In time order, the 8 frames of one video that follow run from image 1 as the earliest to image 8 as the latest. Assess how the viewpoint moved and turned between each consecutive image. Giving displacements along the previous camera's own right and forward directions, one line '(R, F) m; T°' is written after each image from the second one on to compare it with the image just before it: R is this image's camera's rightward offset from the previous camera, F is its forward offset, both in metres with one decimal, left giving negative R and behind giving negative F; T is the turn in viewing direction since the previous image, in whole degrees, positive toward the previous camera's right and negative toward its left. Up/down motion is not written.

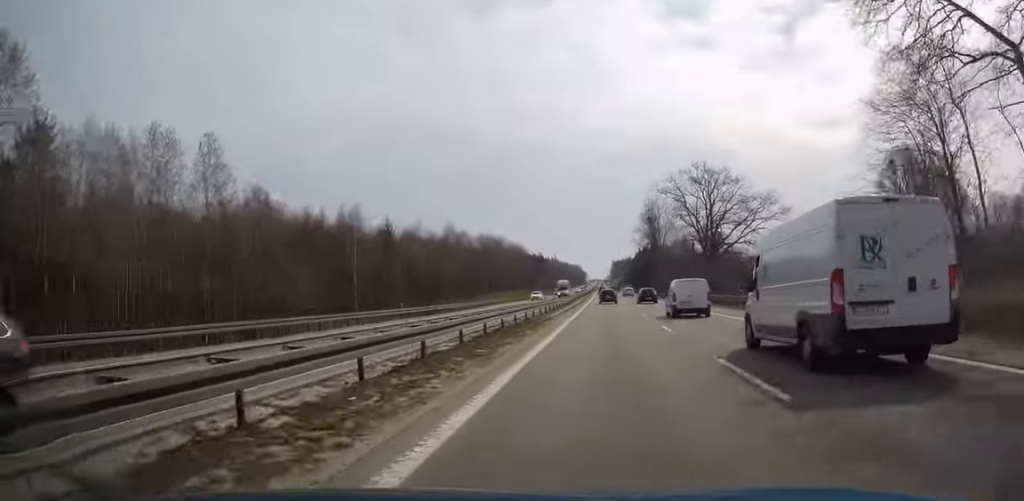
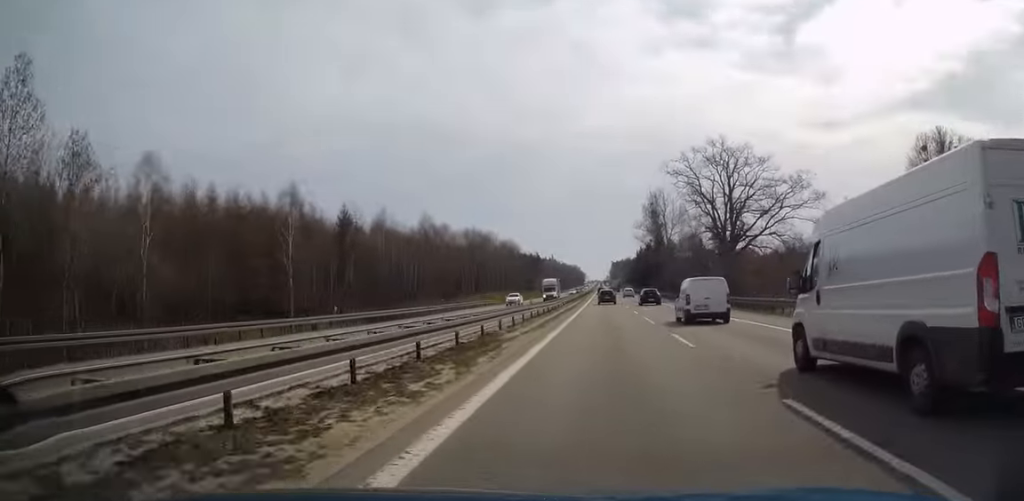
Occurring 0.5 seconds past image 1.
(0.0, +16.2) m; 0°
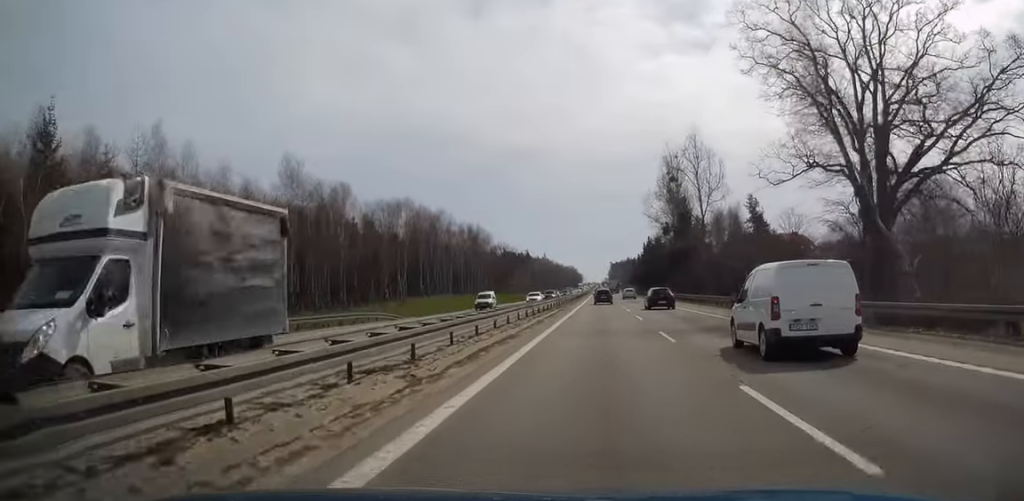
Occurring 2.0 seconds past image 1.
(+0.2, +47.4) m; 0°
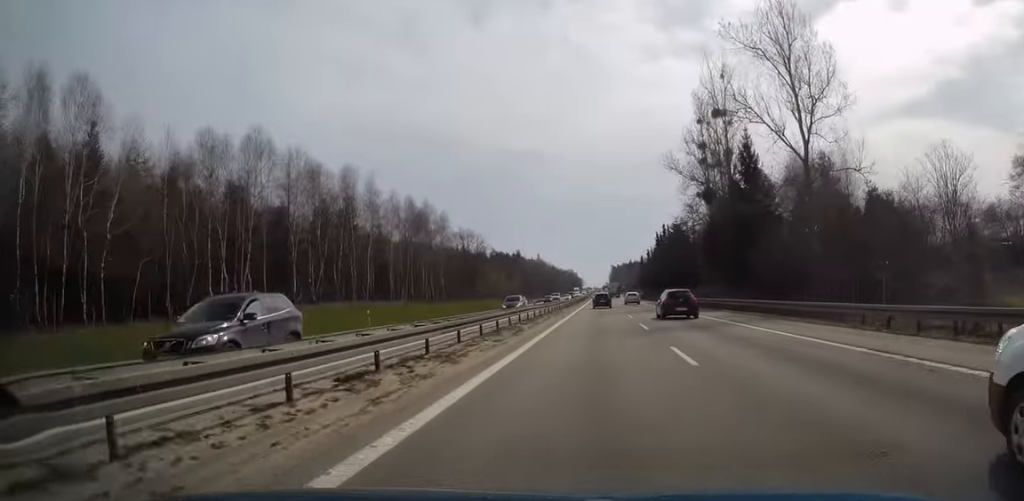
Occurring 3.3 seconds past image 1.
(-0.1, +41.8) m; 0°
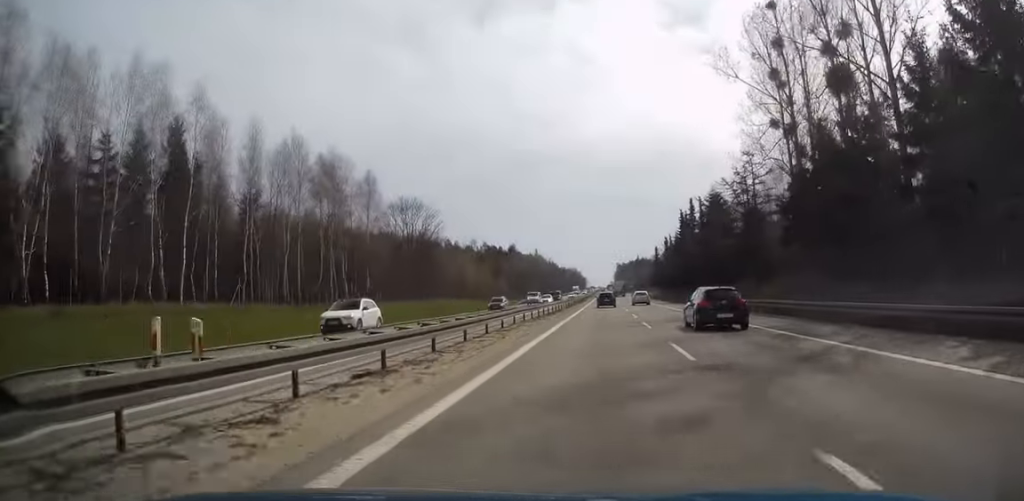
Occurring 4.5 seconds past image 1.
(0.0, +35.8) m; 0°
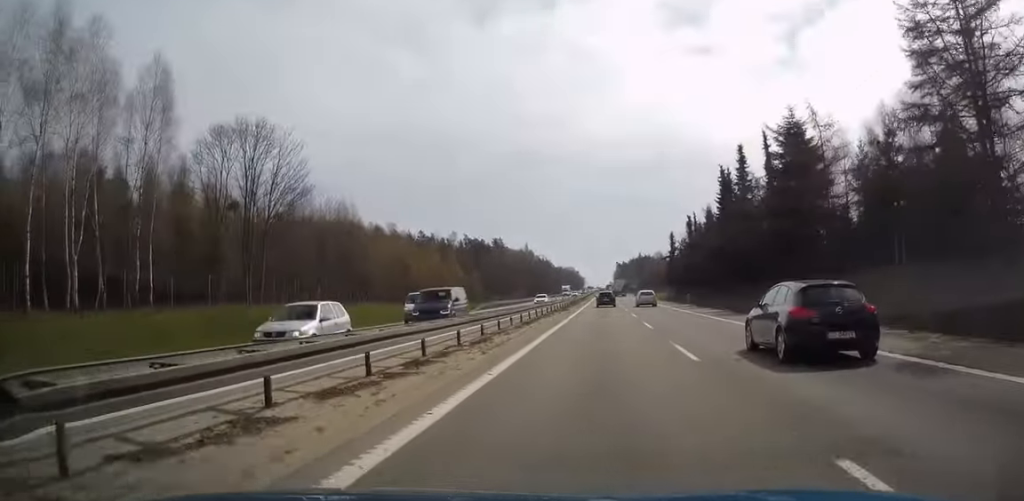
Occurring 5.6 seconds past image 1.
(-0.1, +36.7) m; -1°
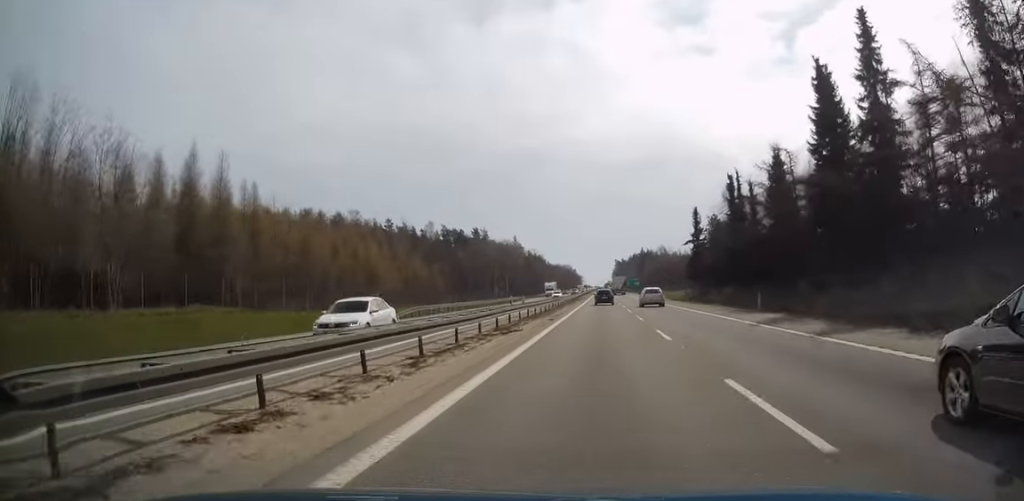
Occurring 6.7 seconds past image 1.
(-0.2, +31.8) m; 0°
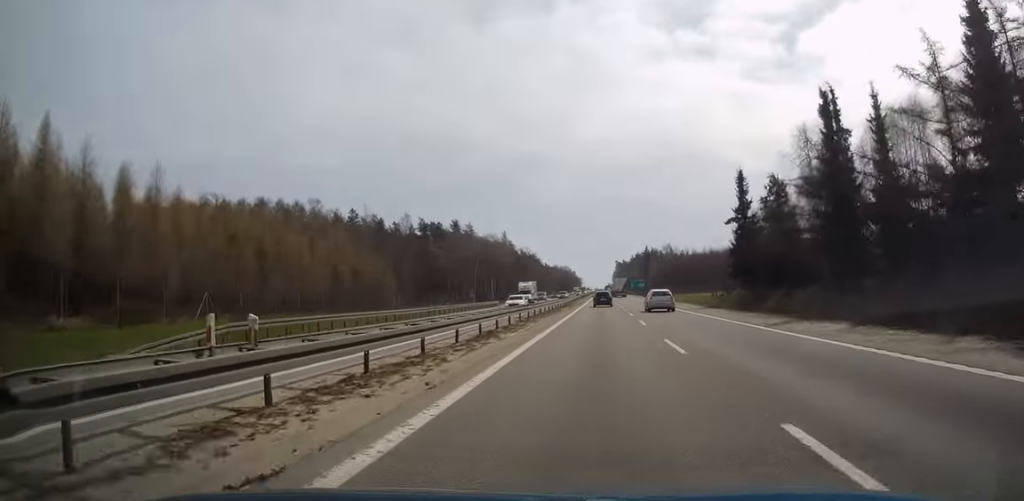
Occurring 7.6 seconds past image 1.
(+0.3, +27.7) m; 0°
